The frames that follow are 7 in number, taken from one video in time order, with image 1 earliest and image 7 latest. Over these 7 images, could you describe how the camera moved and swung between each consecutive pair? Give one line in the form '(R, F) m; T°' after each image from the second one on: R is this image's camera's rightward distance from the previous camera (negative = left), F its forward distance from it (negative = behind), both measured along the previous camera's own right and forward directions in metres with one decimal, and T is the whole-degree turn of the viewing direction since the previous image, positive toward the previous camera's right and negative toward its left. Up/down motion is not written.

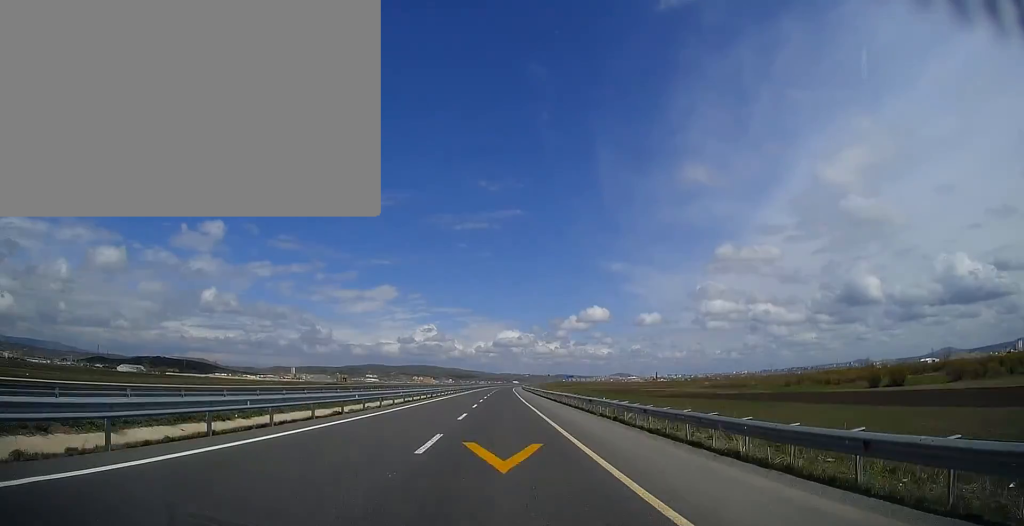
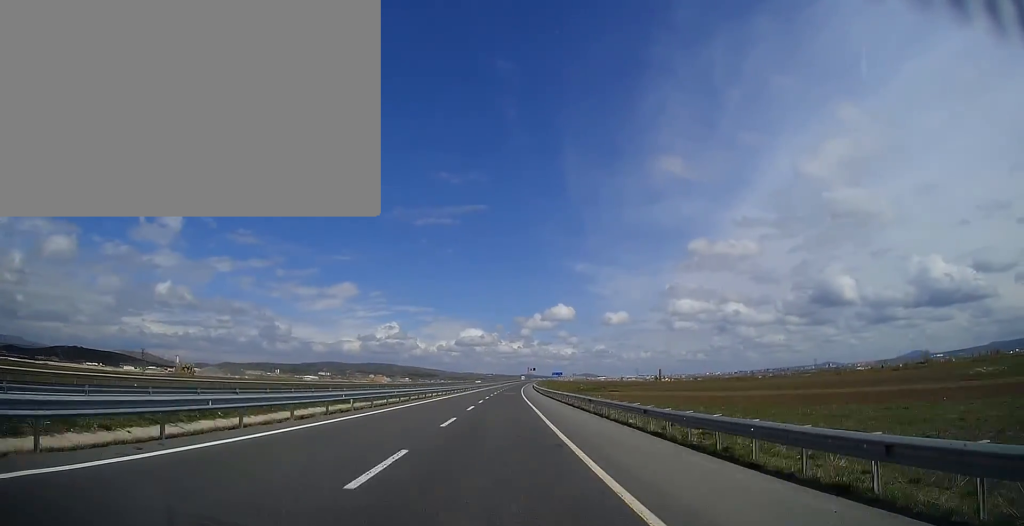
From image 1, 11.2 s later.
(+8.6, +274.7) m; +4°
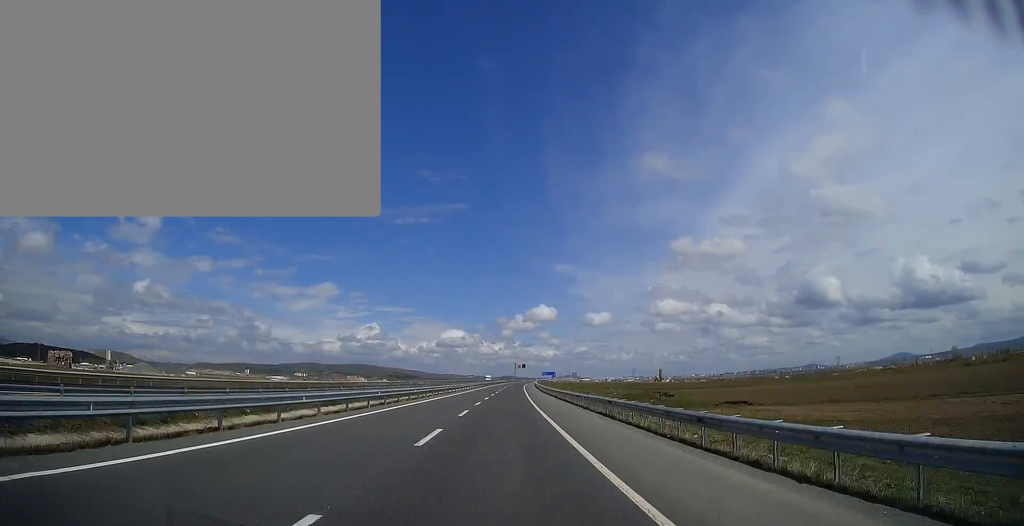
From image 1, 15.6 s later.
(+1.9, +105.3) m; +2°
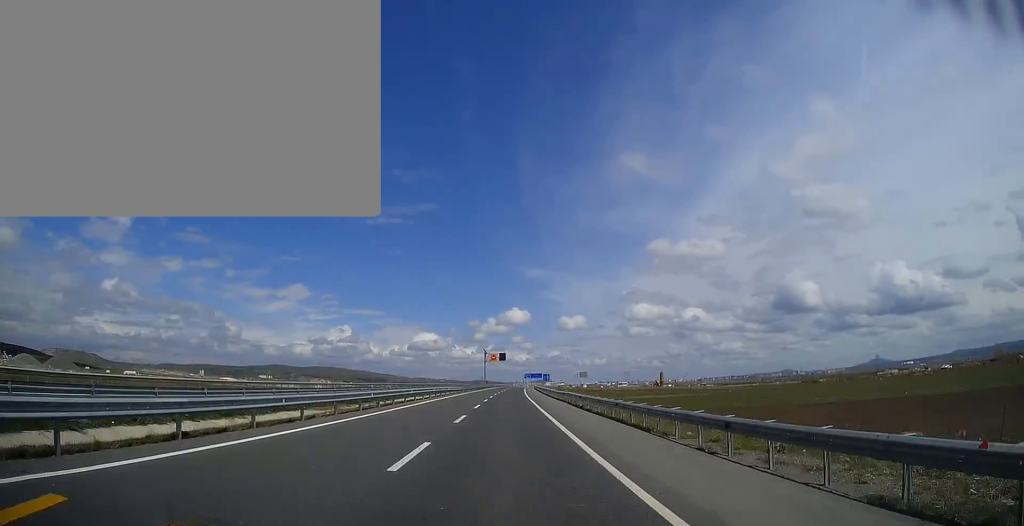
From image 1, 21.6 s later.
(+2.7, +138.7) m; +2°
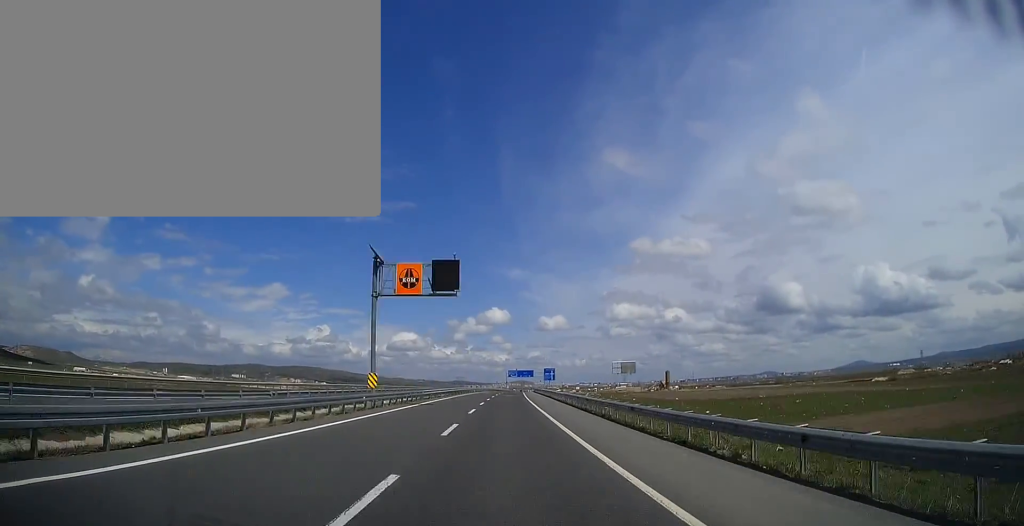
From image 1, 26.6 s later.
(+1.7, +110.5) m; +2°
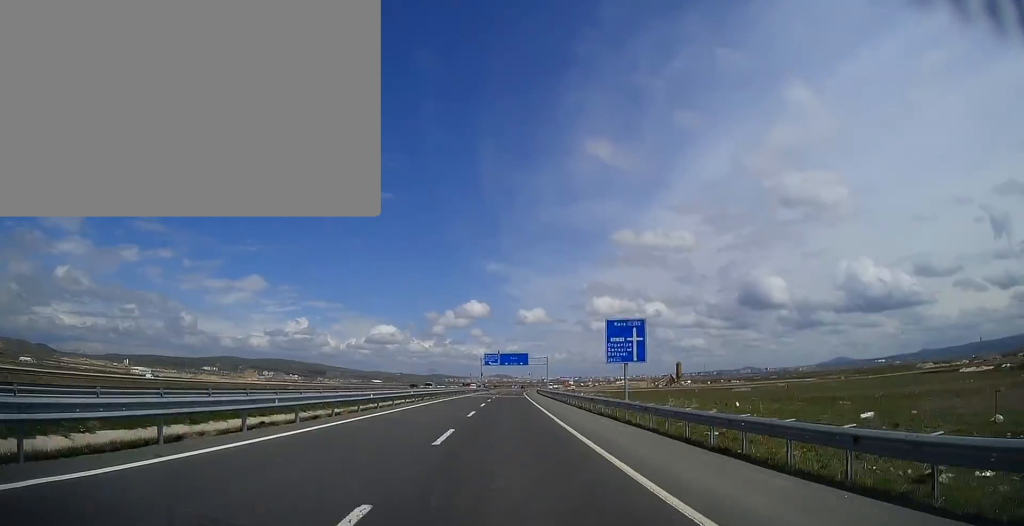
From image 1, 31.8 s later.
(+1.8, +110.7) m; +2°
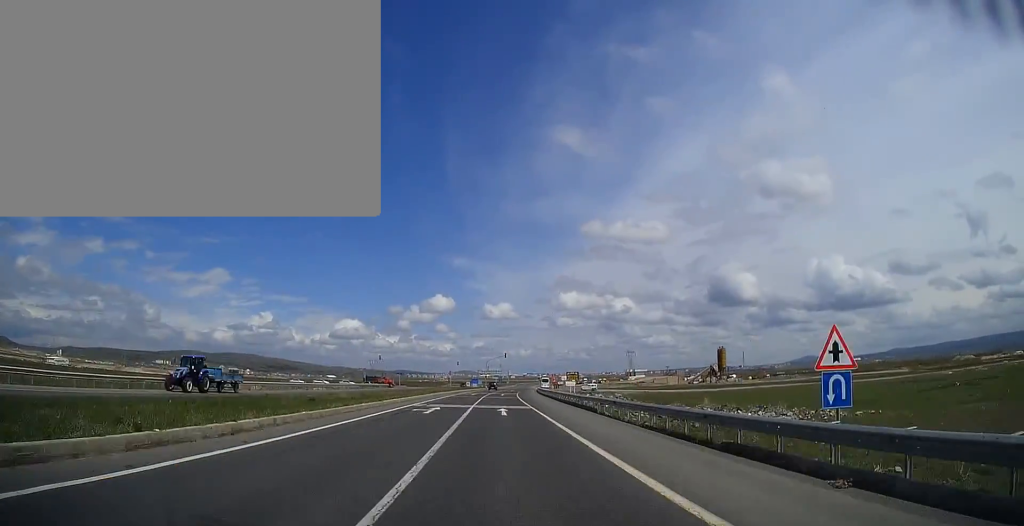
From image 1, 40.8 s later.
(+5.3, +183.7) m; +4°
